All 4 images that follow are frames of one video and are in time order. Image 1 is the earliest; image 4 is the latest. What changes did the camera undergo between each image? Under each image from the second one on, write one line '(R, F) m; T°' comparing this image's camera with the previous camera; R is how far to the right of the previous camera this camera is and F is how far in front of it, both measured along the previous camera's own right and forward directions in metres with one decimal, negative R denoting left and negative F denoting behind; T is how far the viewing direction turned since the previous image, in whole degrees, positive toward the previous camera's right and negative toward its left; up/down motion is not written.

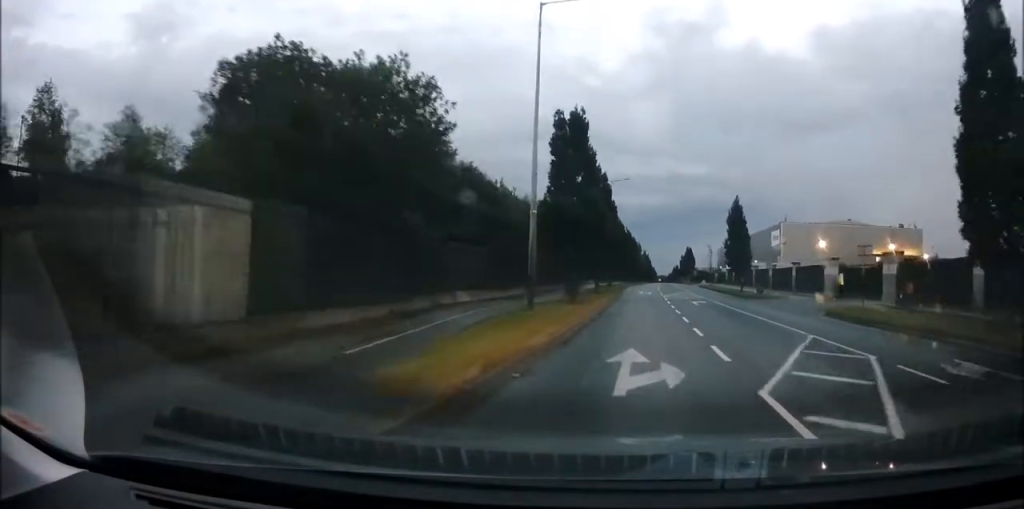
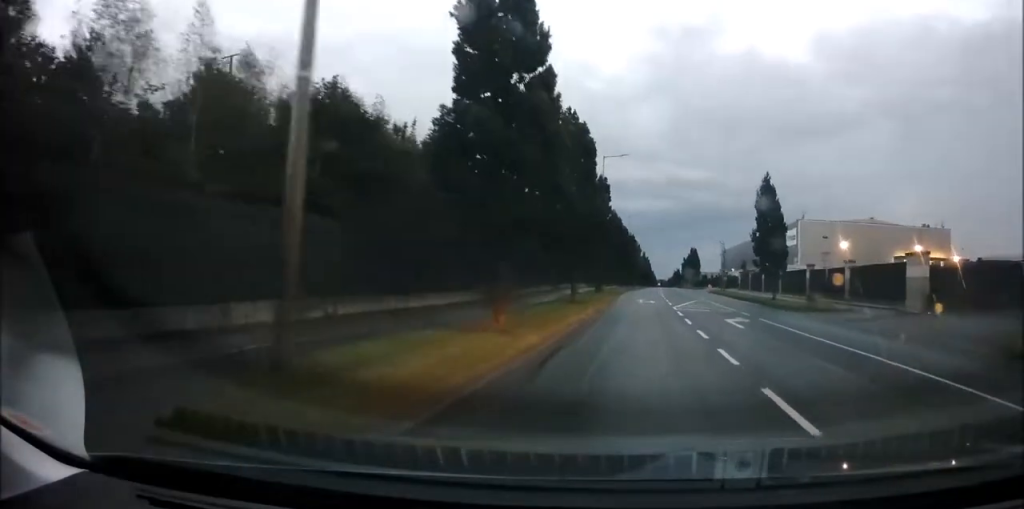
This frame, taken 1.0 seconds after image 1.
(0.0, +14.4) m; +1°
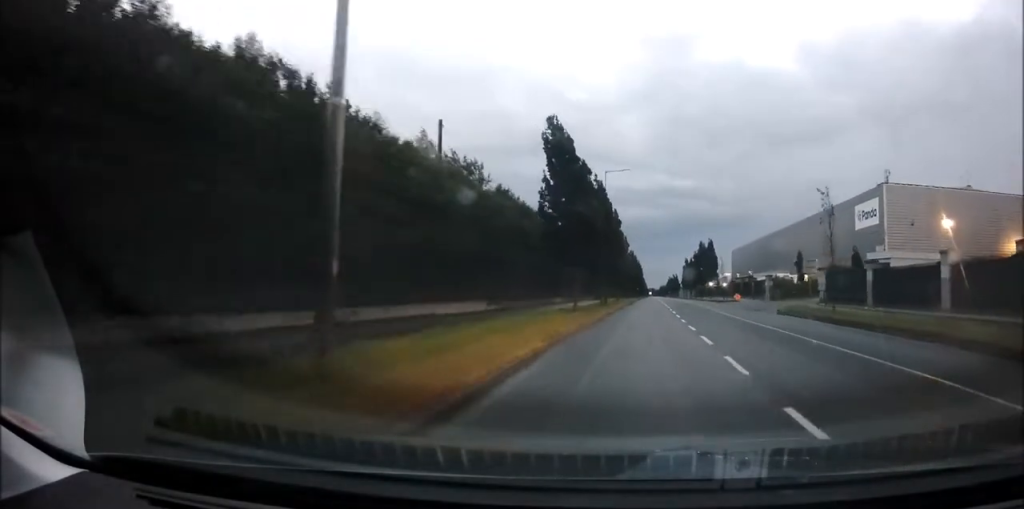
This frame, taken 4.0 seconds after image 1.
(+0.6, +43.8) m; 0°
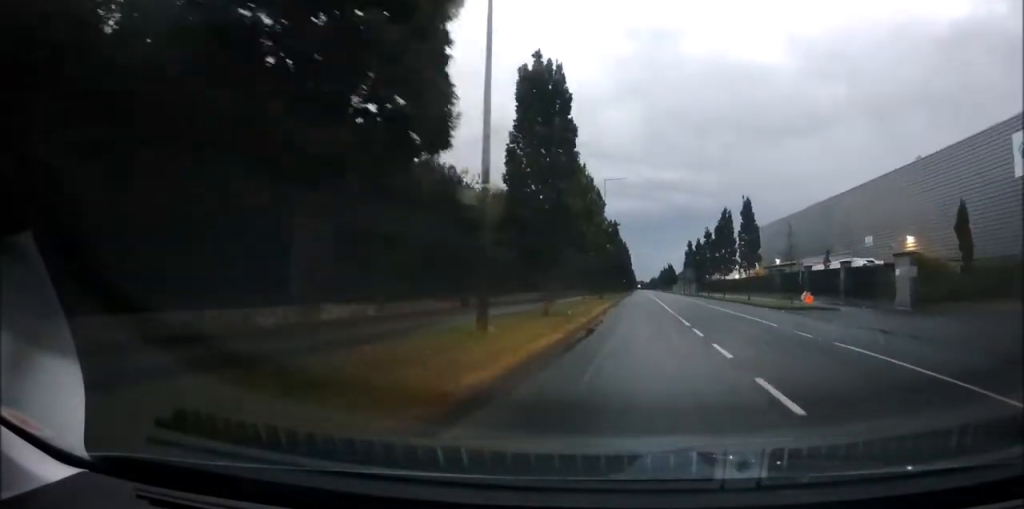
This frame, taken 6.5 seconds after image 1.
(+0.5, +37.4) m; +3°
